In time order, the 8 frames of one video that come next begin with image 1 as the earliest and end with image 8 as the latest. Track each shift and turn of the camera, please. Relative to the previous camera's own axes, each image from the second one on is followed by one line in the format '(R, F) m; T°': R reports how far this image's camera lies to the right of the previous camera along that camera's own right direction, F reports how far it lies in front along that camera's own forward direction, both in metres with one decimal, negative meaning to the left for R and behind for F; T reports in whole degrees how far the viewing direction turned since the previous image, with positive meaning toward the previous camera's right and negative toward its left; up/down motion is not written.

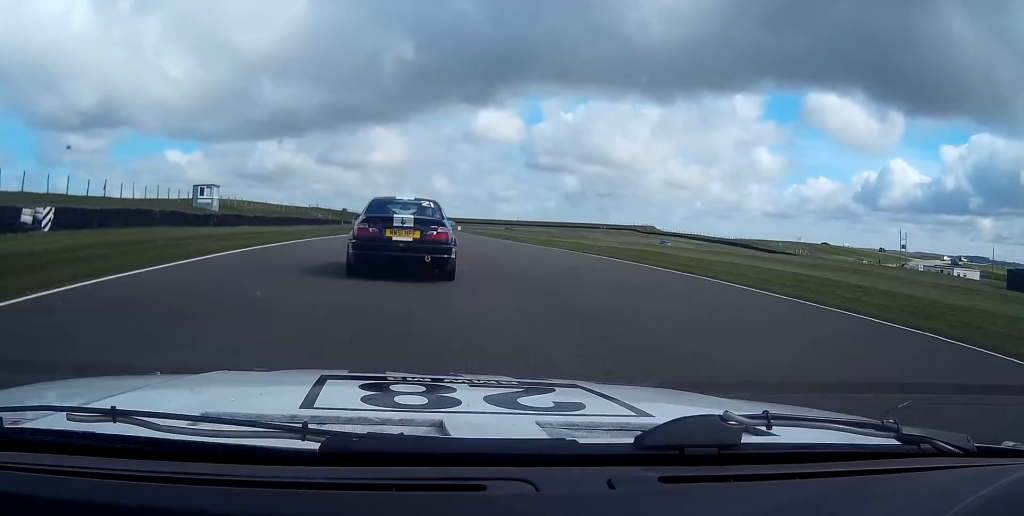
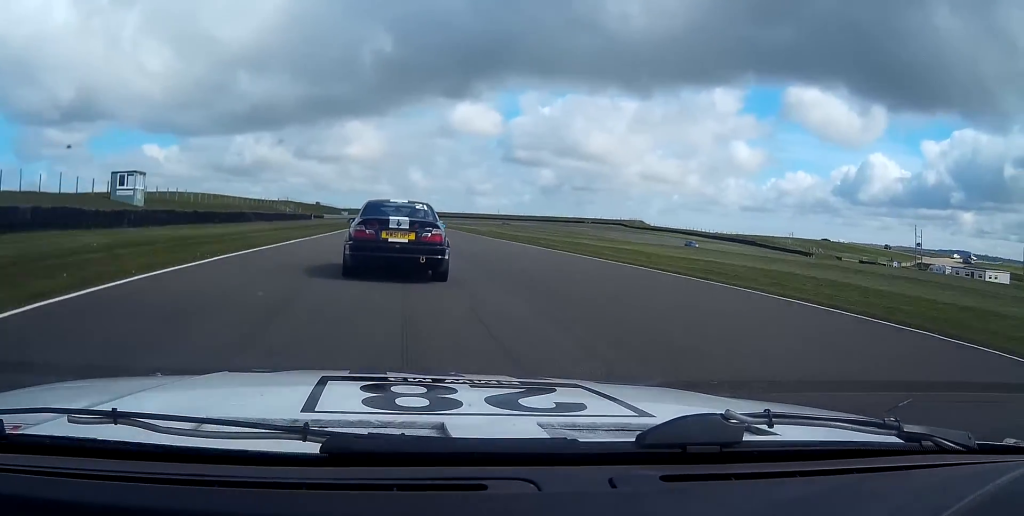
(+0.5, +15.8) m; +1°
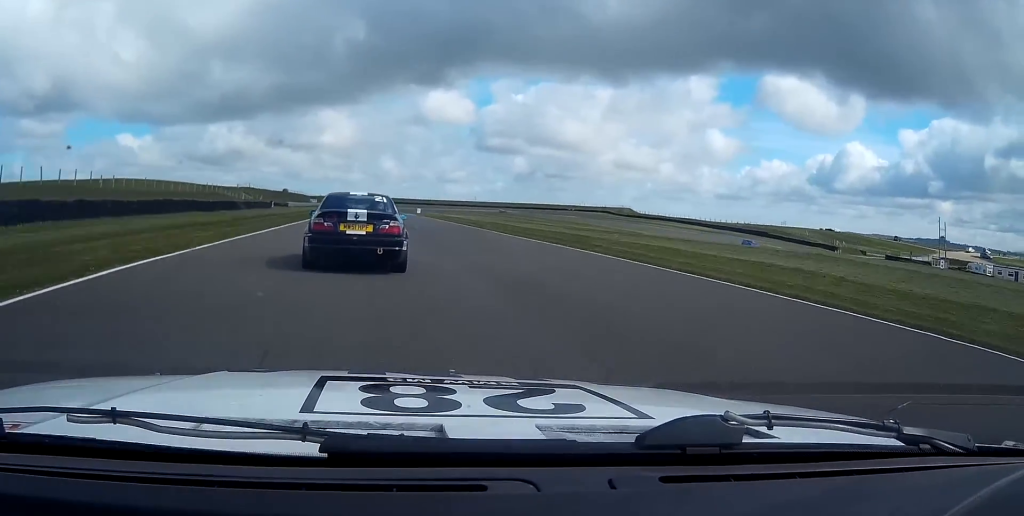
(+0.2, +18.3) m; +1°
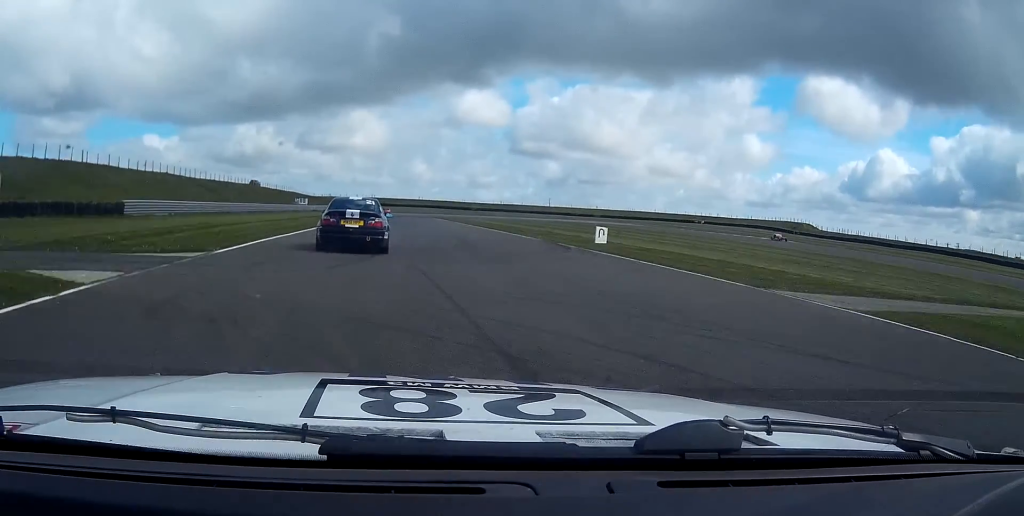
(-0.3, +111.2) m; -1°
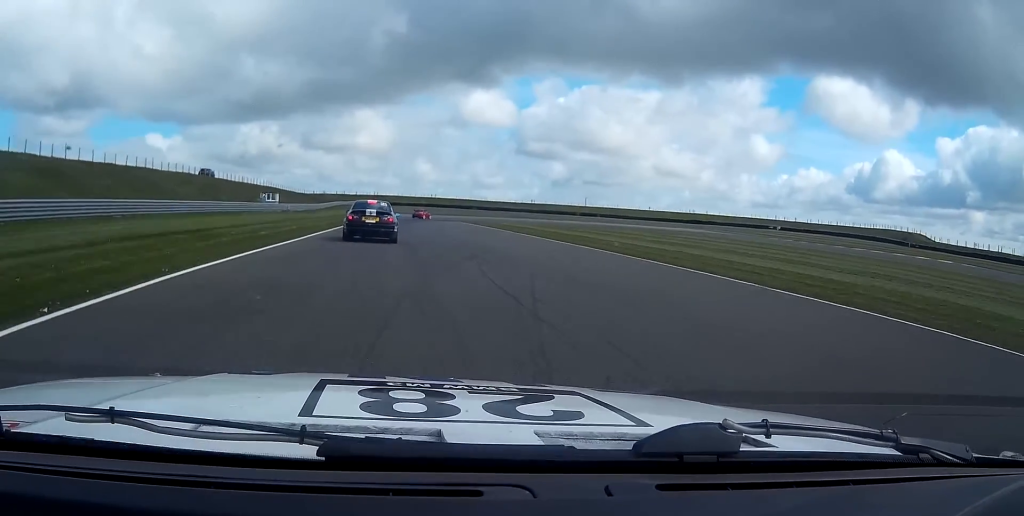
(-0.2, +44.3) m; 0°
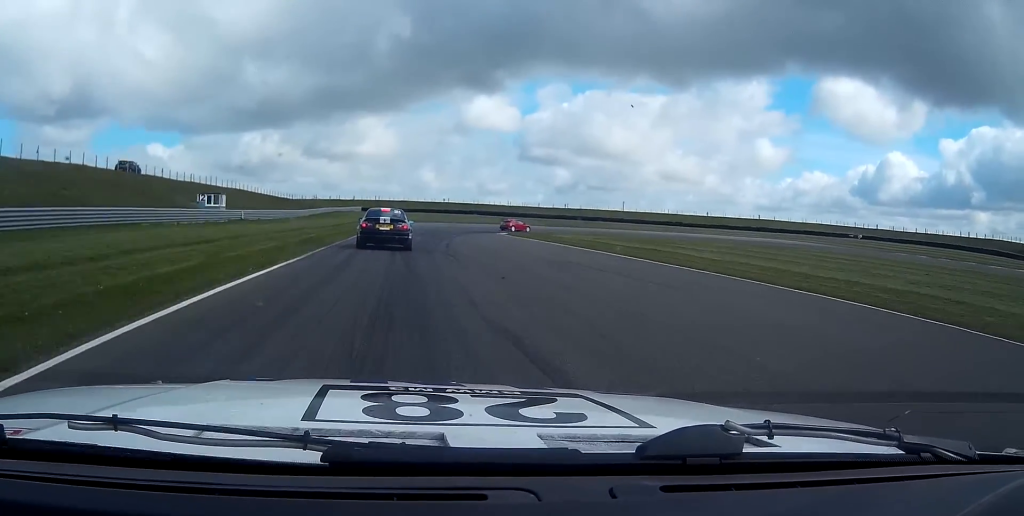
(-0.1, +34.2) m; 0°
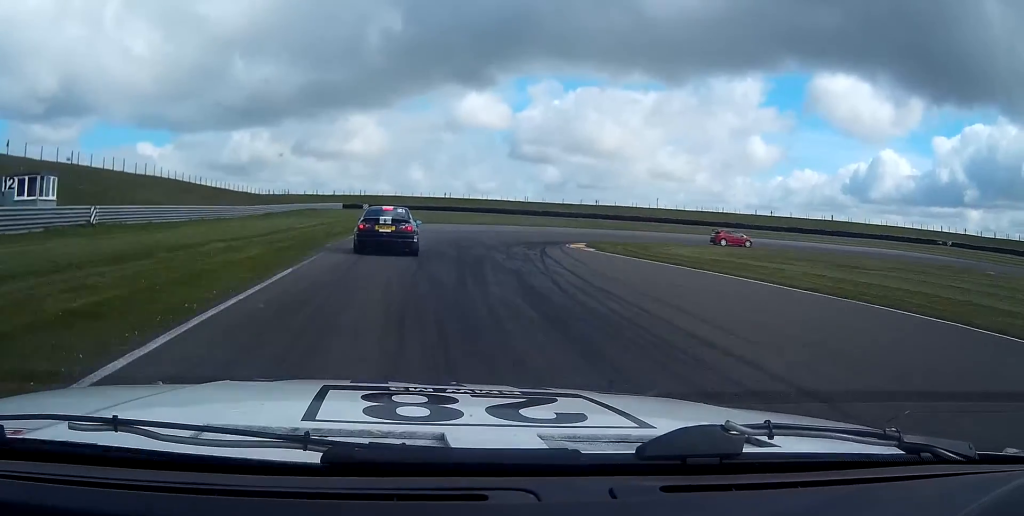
(0.0, +33.5) m; 0°
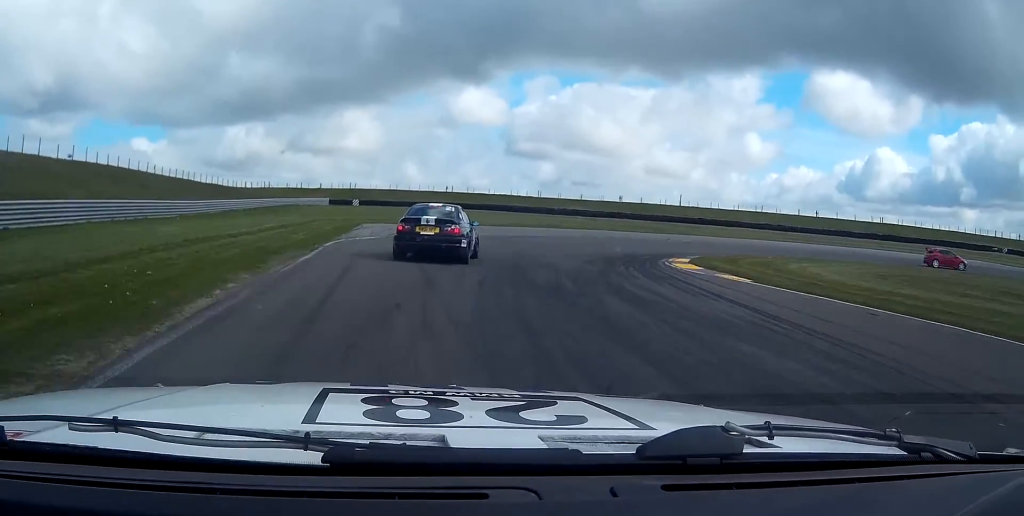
(+0.1, +17.0) m; +4°
